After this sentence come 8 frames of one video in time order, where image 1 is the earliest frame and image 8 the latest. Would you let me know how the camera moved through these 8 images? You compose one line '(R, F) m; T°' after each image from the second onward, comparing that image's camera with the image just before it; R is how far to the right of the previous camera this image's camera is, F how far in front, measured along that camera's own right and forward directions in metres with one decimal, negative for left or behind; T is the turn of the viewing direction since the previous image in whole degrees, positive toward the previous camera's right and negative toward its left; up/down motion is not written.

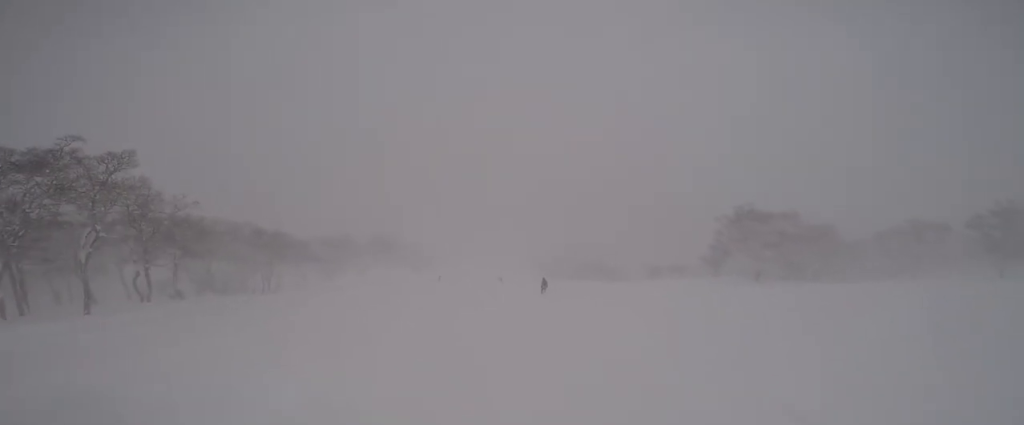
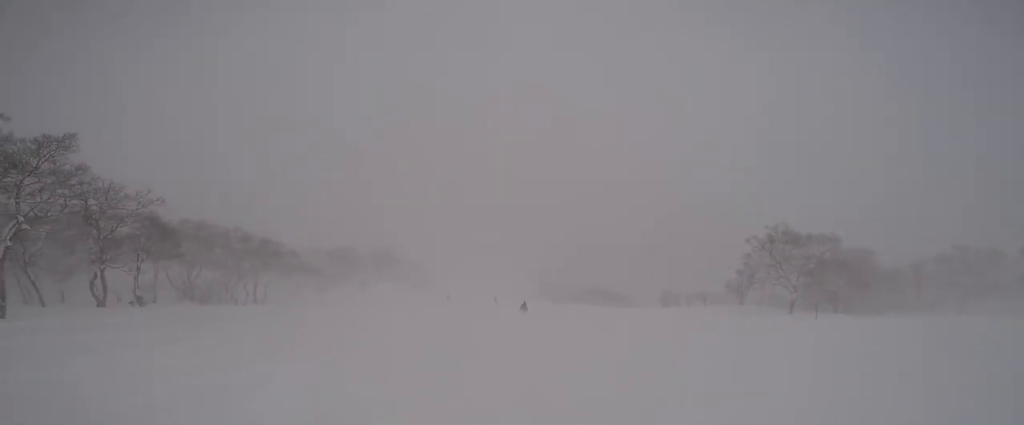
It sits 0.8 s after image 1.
(0.0, +5.0) m; 0°
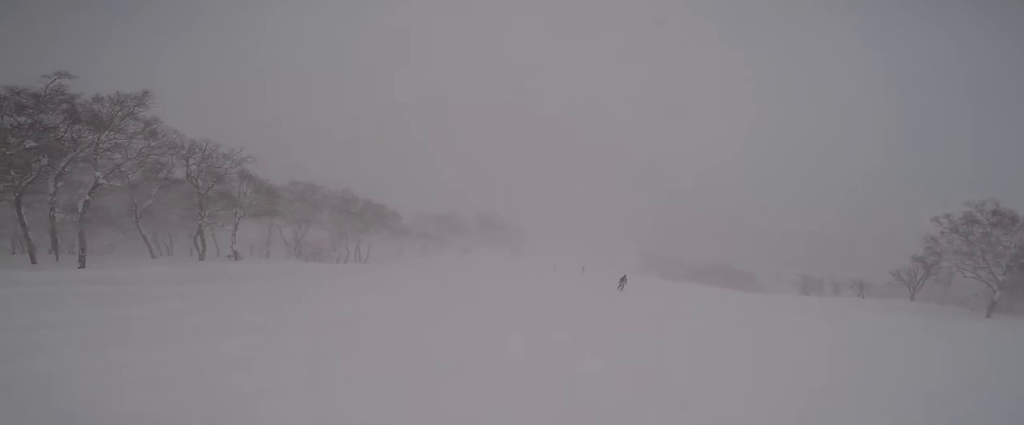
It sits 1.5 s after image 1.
(0.0, +5.1) m; -8°
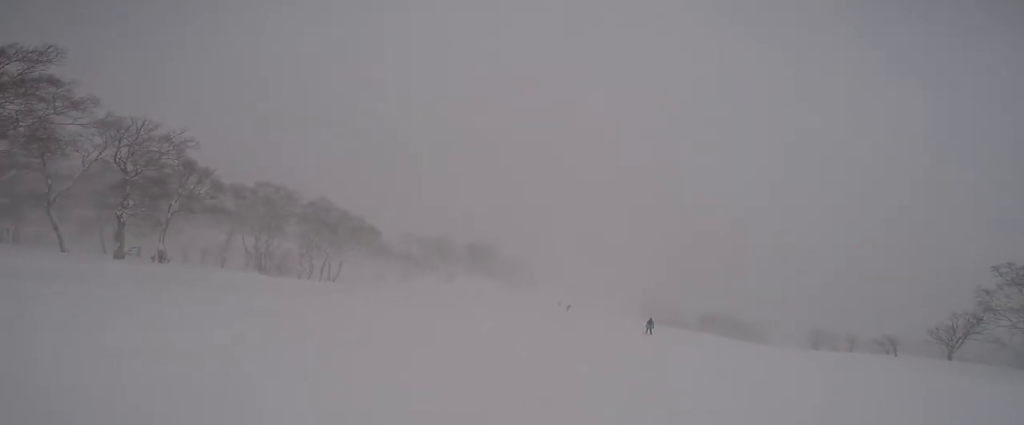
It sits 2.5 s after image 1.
(-0.9, +6.1) m; +3°
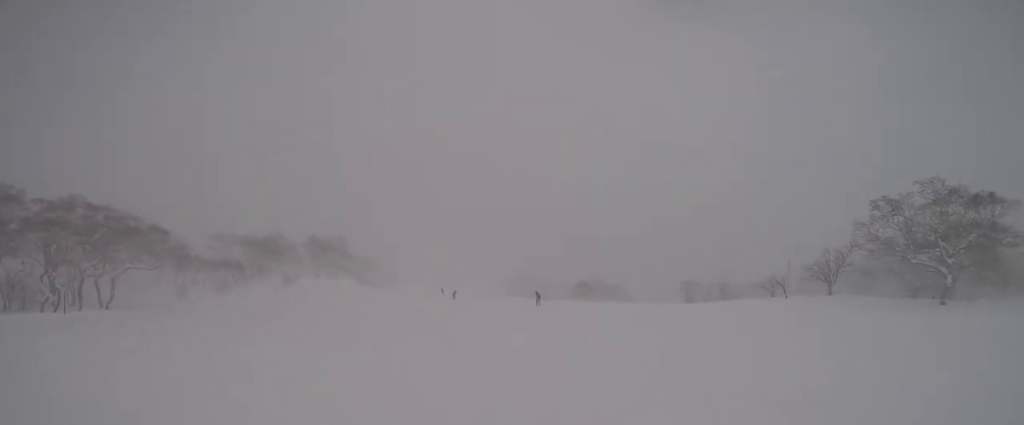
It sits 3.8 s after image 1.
(+2.2, +7.5) m; +16°
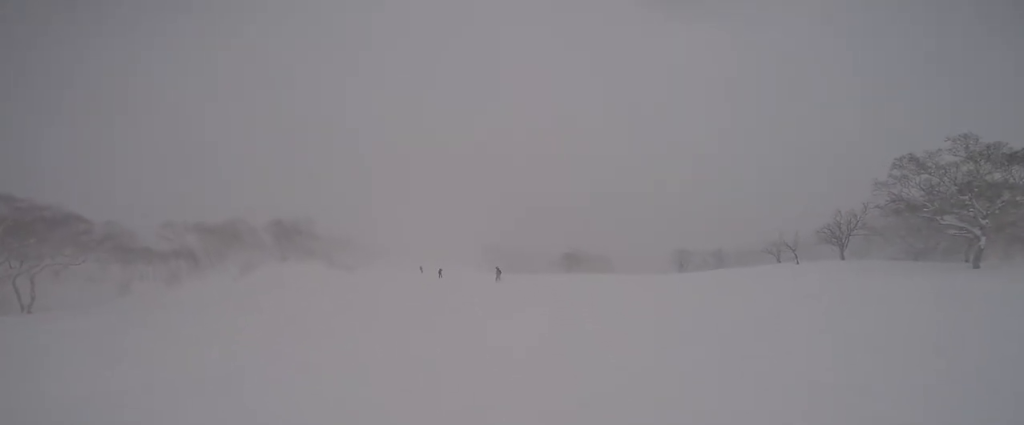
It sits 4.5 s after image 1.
(-0.7, +4.5) m; -14°
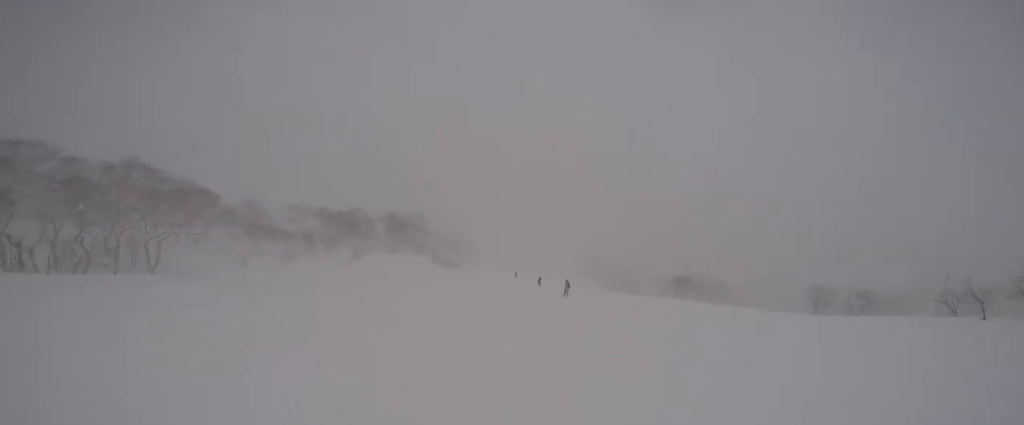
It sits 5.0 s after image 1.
(-0.2, +3.5) m; -12°
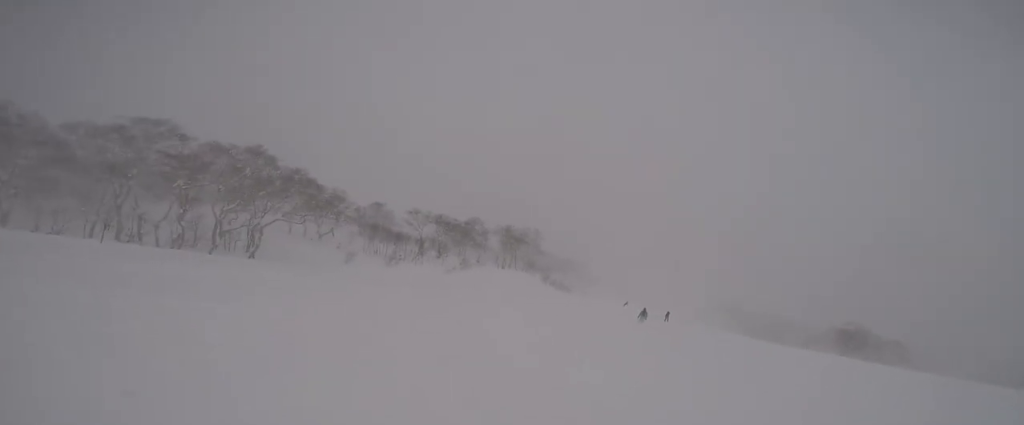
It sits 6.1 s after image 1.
(-1.4, +6.8) m; -12°
